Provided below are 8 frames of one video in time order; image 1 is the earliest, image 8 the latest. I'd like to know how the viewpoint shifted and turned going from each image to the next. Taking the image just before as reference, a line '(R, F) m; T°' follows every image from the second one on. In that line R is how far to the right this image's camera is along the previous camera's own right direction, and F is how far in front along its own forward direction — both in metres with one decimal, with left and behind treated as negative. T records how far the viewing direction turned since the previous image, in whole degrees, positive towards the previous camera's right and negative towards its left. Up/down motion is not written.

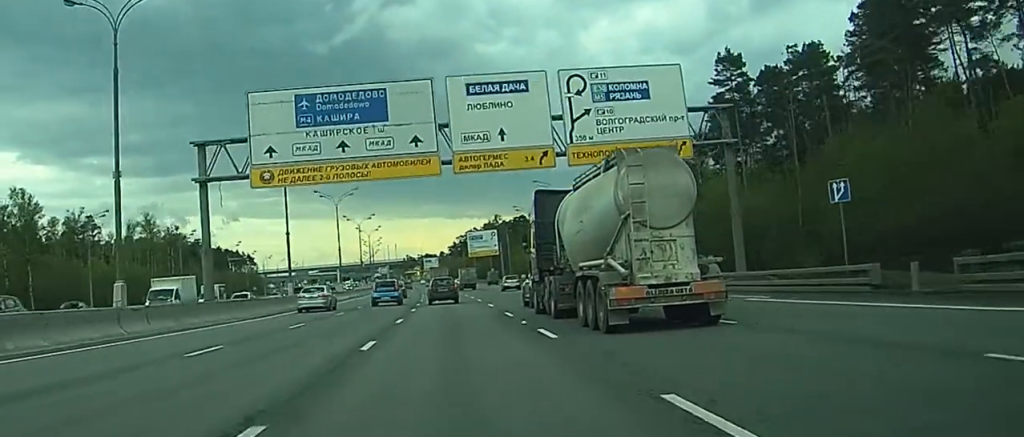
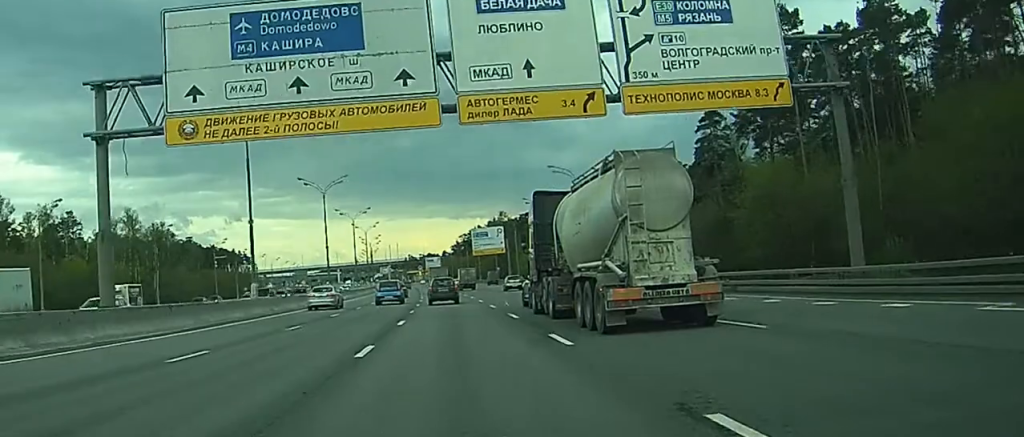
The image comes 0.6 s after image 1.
(0.0, +14.4) m; 0°
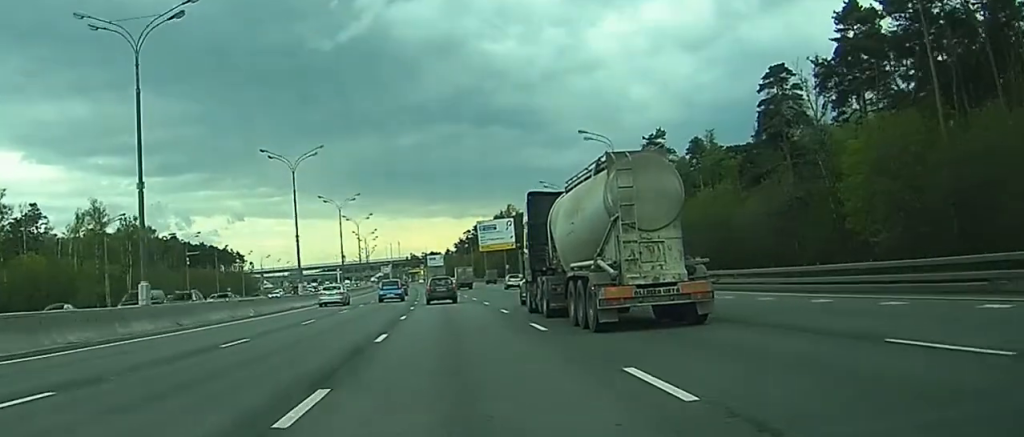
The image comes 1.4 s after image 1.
(0.0, +21.9) m; 0°
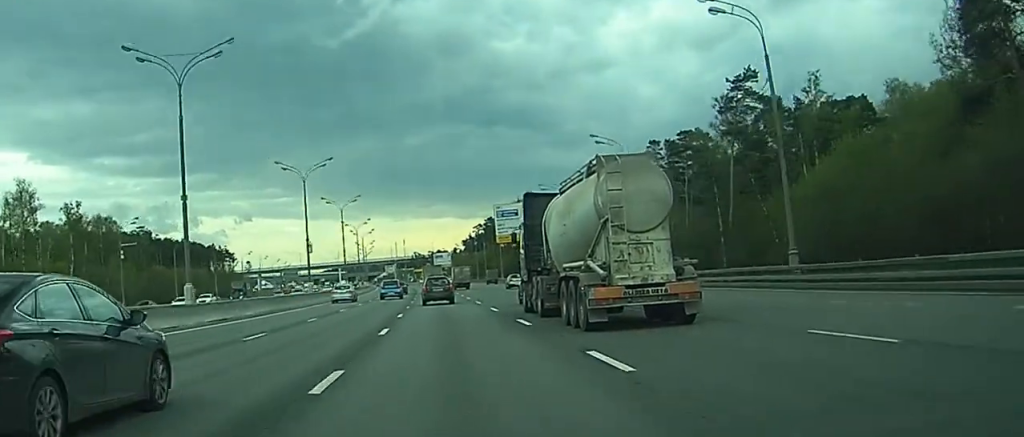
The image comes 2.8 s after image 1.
(-0.3, +36.2) m; -1°
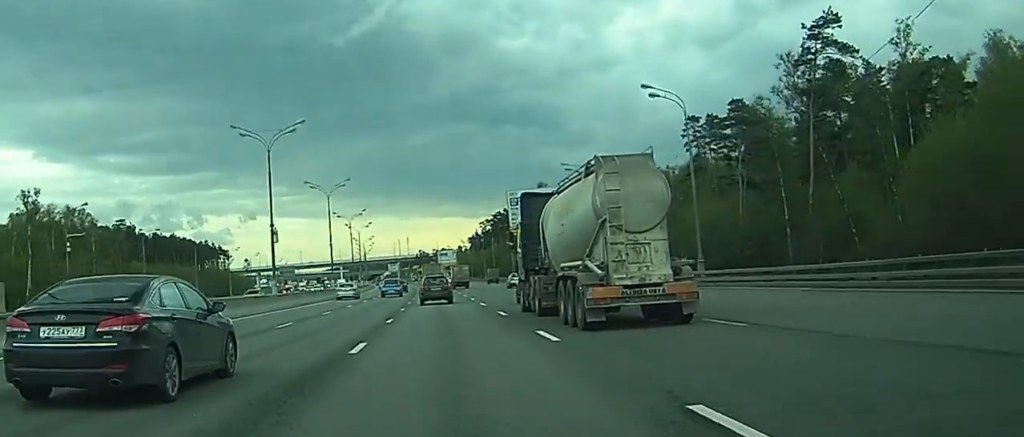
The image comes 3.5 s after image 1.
(0.0, +16.9) m; 0°
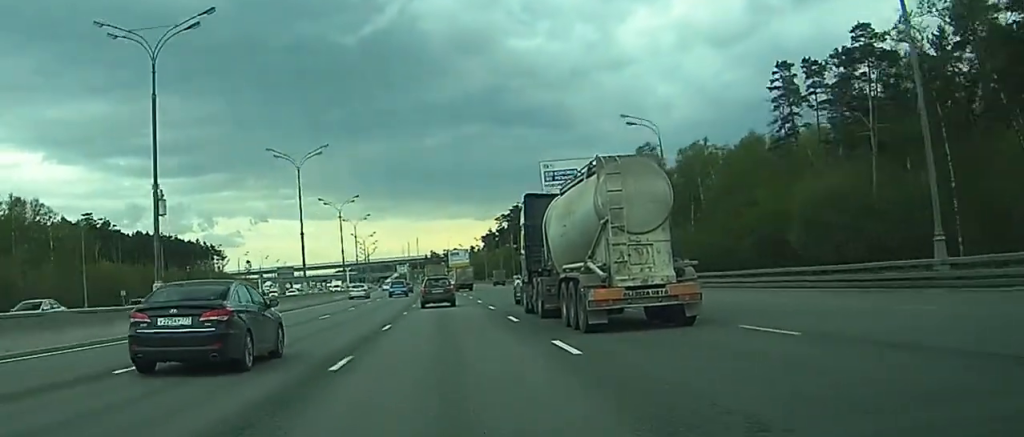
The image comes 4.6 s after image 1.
(0.0, +24.3) m; 0°
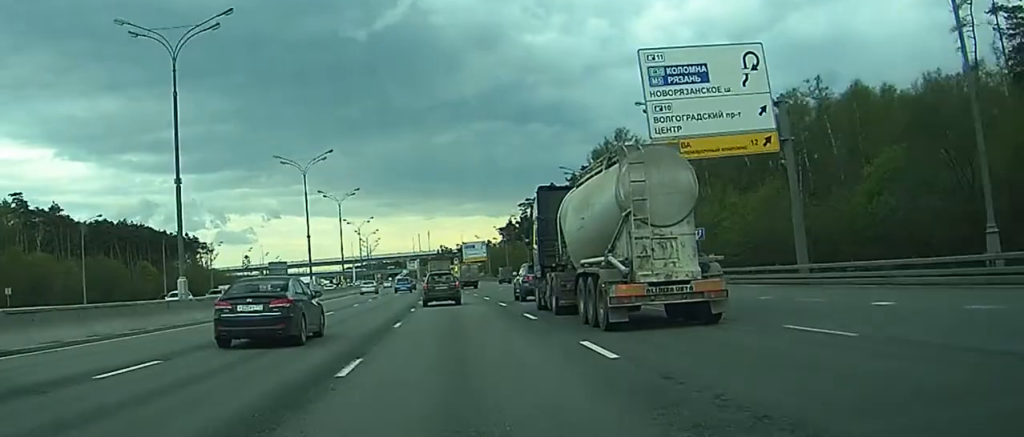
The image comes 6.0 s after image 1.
(+0.1, +33.4) m; -1°
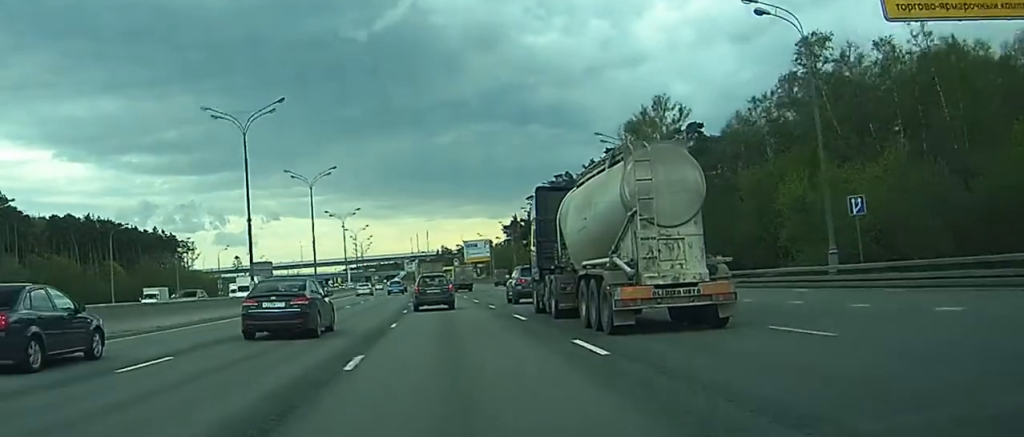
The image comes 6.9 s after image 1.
(-0.1, +20.5) m; -2°
